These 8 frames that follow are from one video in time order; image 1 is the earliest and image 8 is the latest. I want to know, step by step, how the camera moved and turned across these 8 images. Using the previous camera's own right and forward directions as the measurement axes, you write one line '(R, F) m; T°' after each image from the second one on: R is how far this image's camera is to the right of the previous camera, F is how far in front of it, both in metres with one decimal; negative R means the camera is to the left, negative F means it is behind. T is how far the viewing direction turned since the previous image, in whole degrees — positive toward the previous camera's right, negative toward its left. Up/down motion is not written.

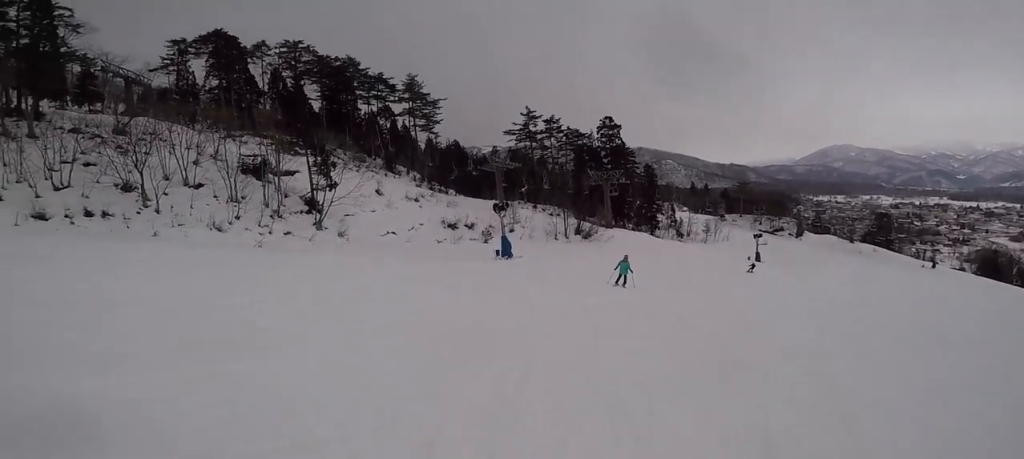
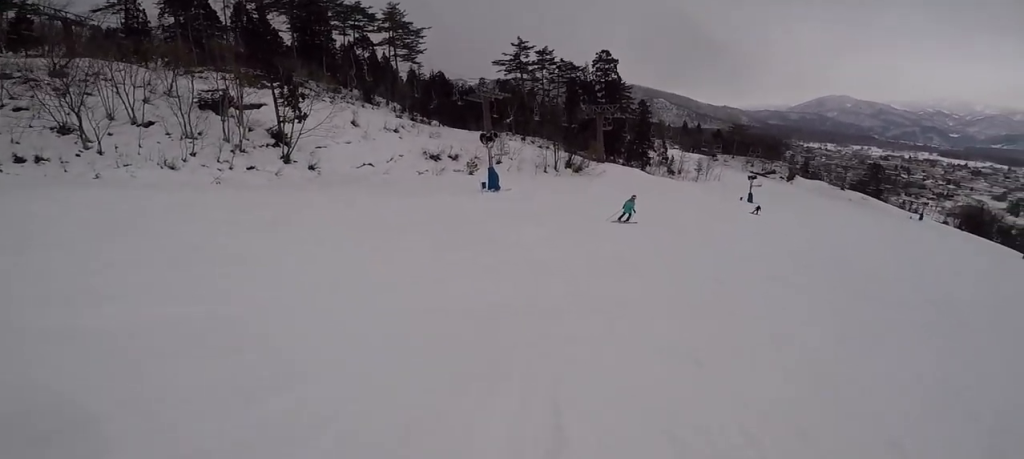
(-0.1, +2.0) m; +7°
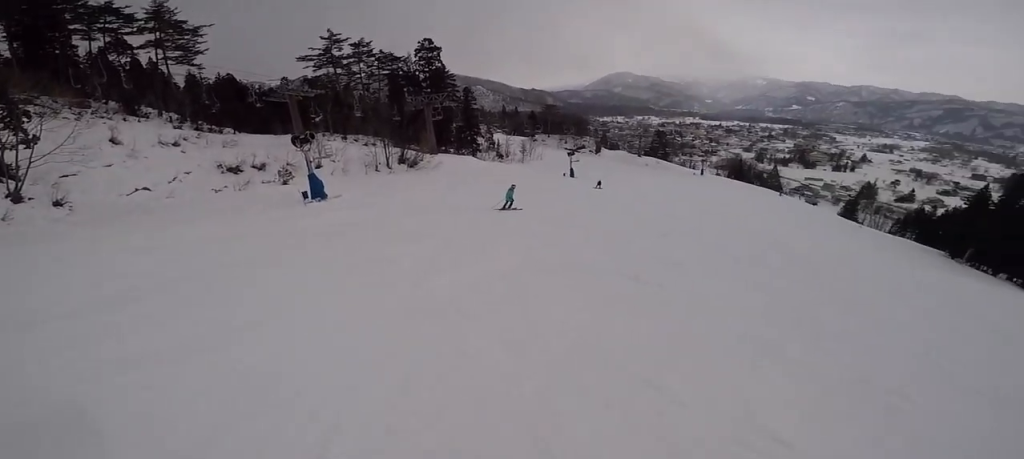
(+0.3, +2.9) m; +21°
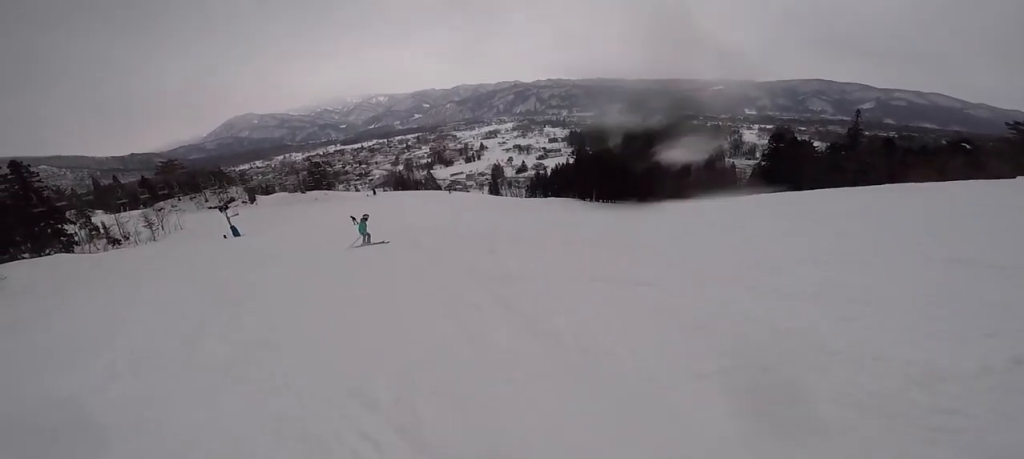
(+3.8, +5.7) m; +49°
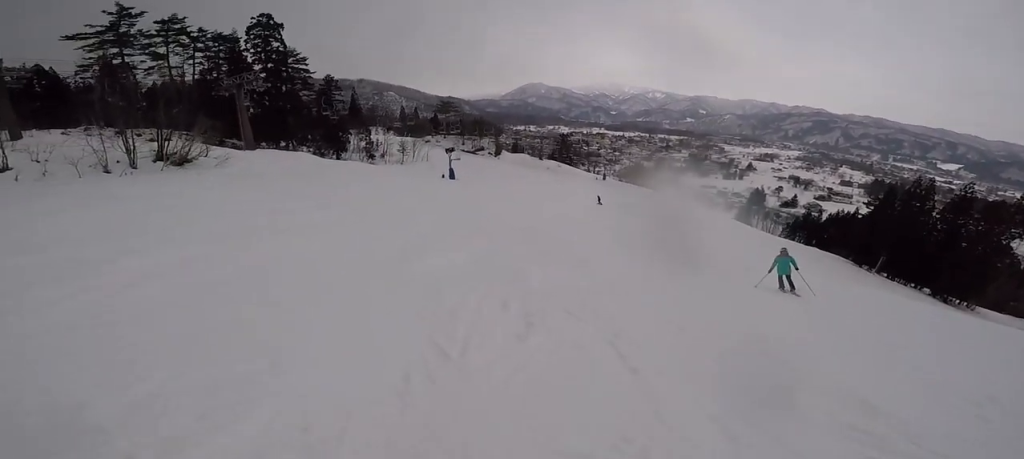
(-1.4, +10.2) m; -30°
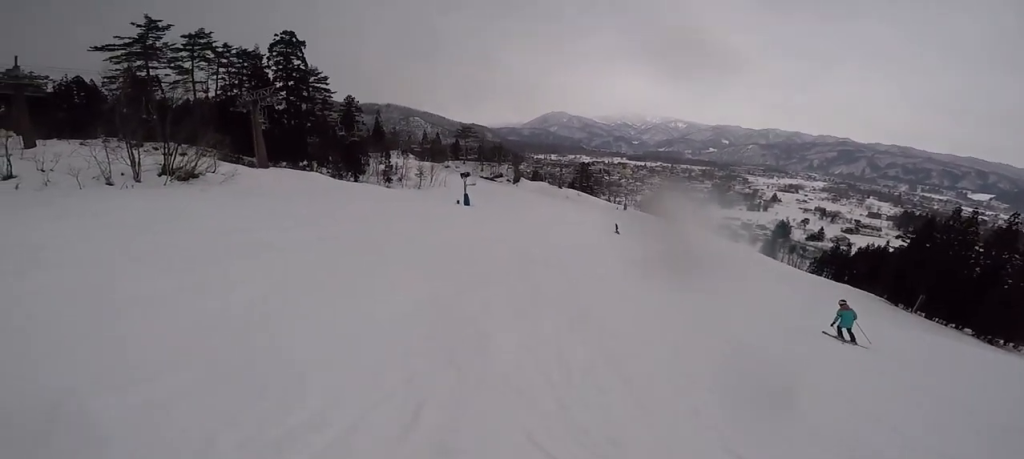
(-0.2, +2.2) m; -11°
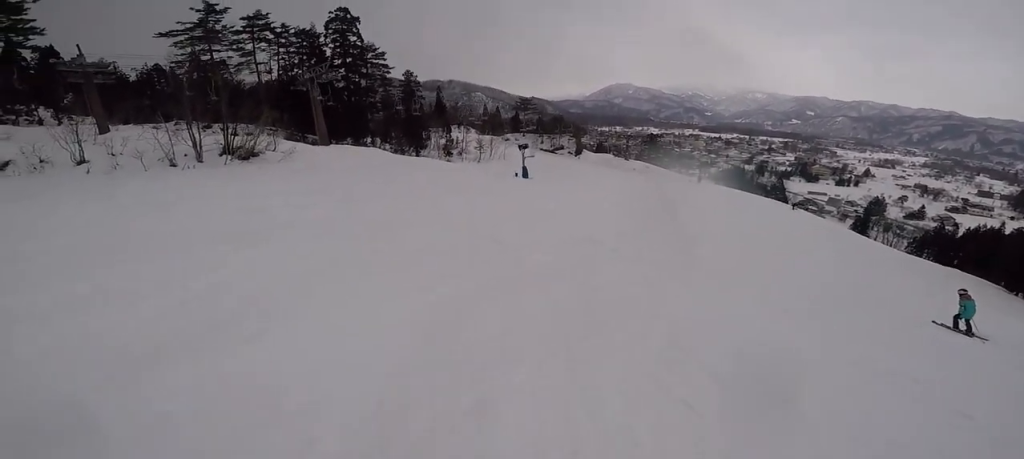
(-0.1, +1.9) m; -11°
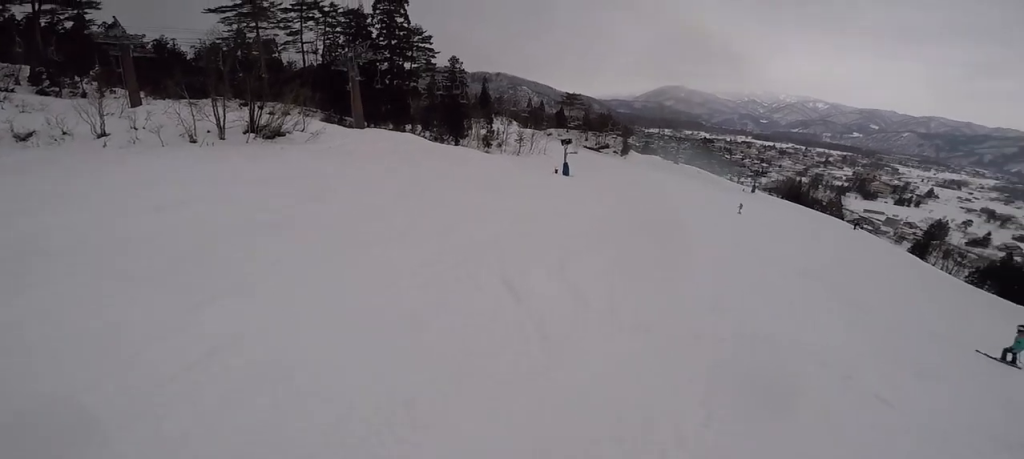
(-0.5, +3.1) m; -13°
